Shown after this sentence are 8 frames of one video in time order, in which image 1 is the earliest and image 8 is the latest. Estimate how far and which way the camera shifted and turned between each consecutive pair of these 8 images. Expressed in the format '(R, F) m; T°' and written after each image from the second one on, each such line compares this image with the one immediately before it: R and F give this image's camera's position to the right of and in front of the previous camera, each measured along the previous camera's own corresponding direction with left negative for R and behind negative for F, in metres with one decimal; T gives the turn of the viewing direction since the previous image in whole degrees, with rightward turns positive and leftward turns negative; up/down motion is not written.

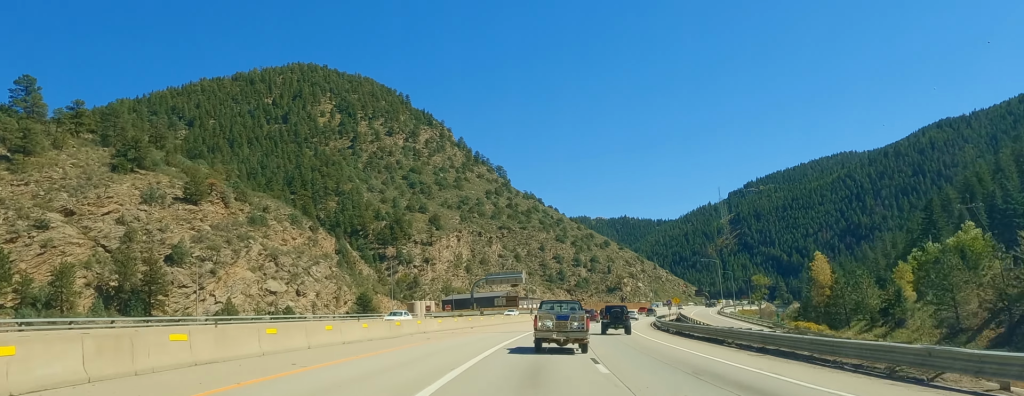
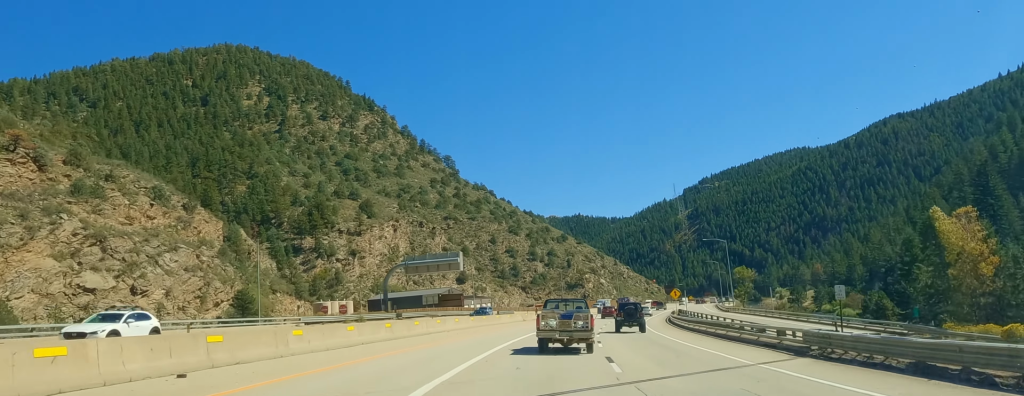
(+1.2, +47.0) m; +4°
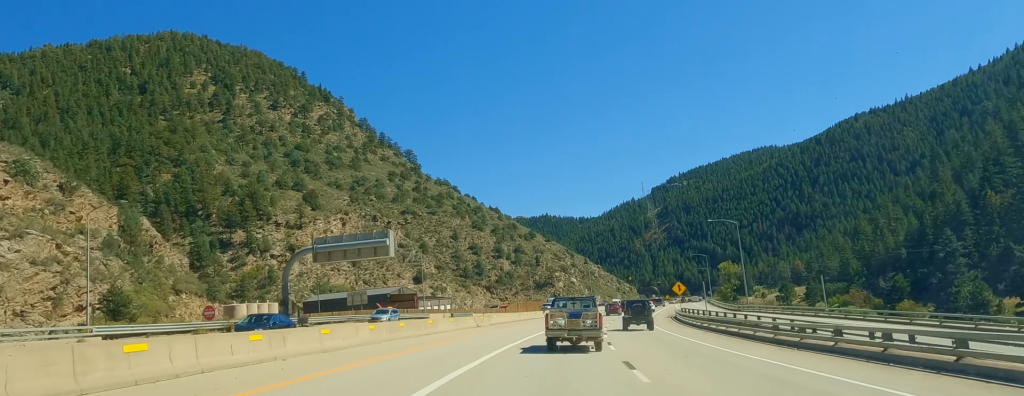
(-0.3, +28.1) m; +4°
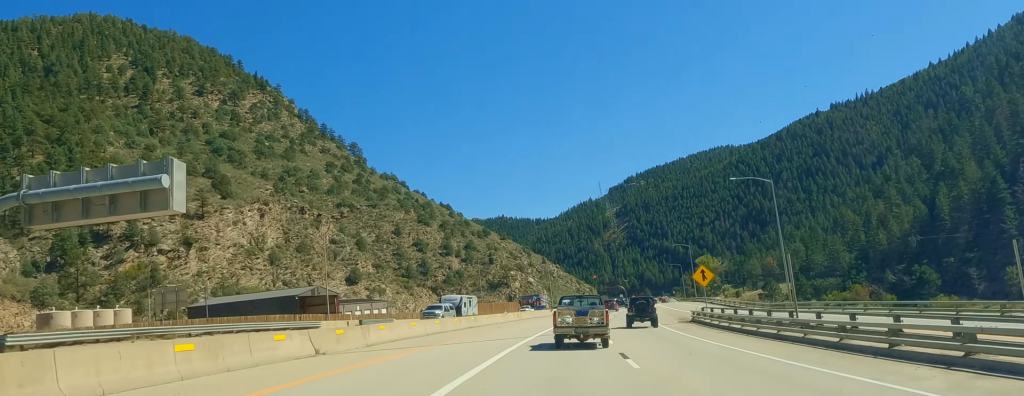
(+2.3, +34.3) m; +4°
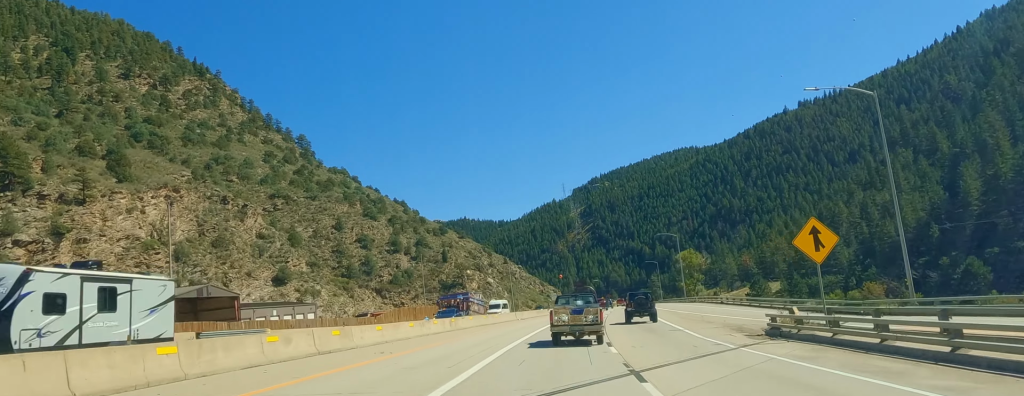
(+1.5, +30.1) m; +3°
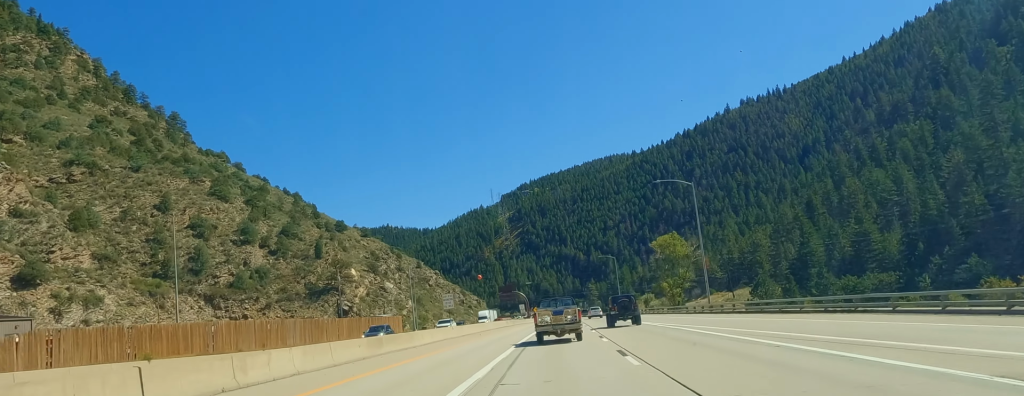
(+0.9, +69.7) m; +2°
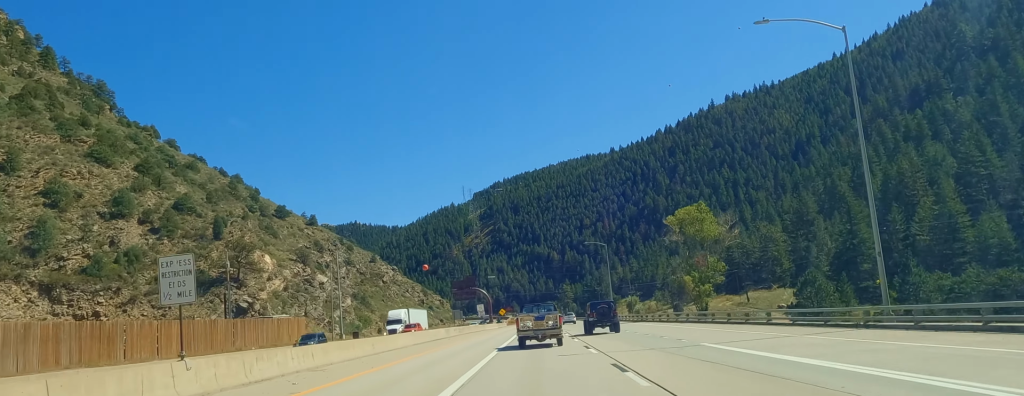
(+0.5, +41.3) m; +2°
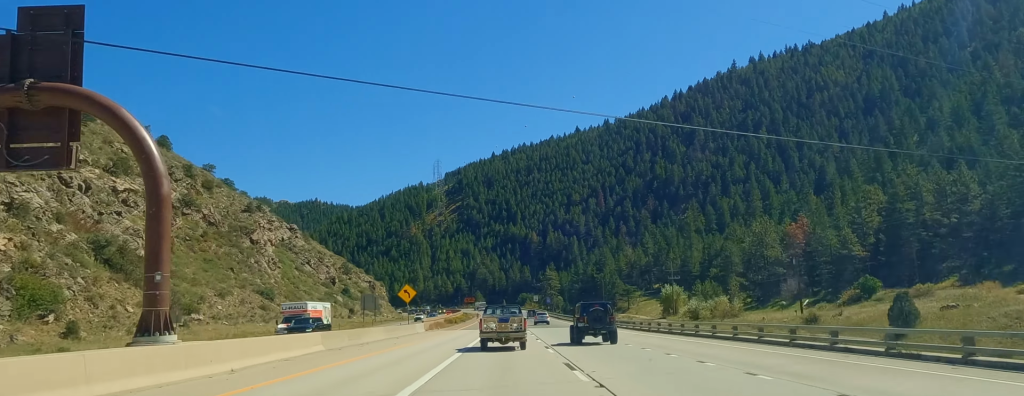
(+0.6, +119.9) m; -1°
